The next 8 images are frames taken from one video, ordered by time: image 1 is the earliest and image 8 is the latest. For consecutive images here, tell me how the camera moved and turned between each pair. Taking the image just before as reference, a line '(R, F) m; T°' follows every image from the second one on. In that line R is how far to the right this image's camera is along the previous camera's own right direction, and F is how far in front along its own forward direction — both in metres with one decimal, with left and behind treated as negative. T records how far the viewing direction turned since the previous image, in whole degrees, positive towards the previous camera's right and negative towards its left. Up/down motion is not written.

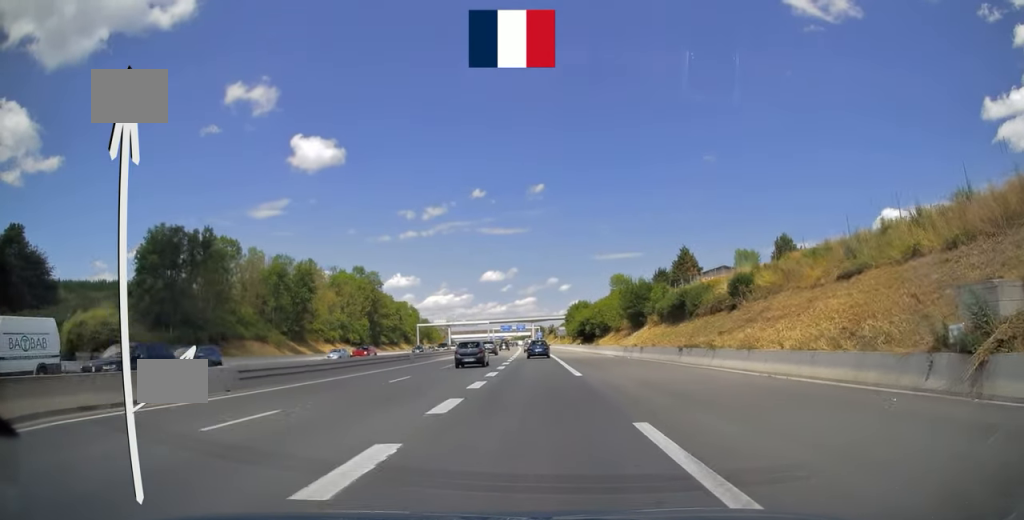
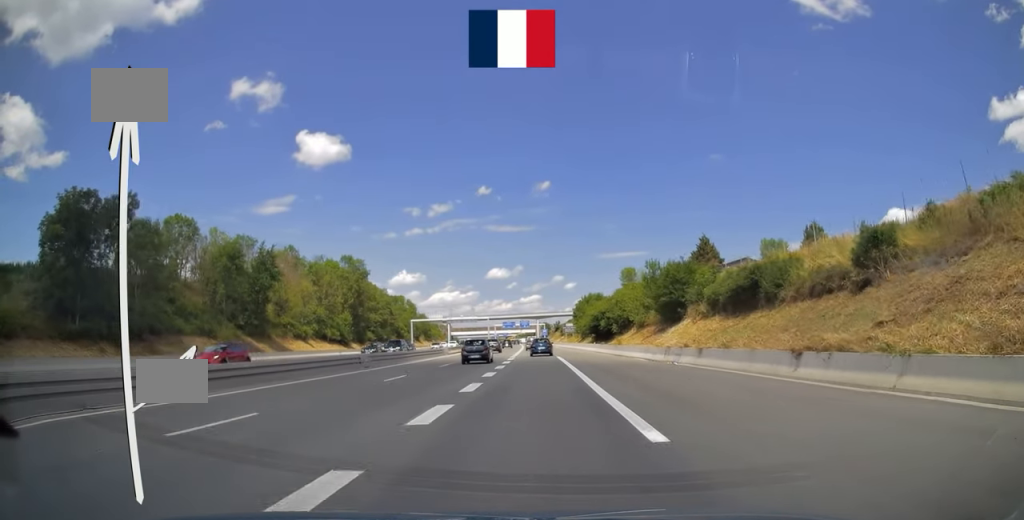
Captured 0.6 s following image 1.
(+0.1, +14.8) m; 0°
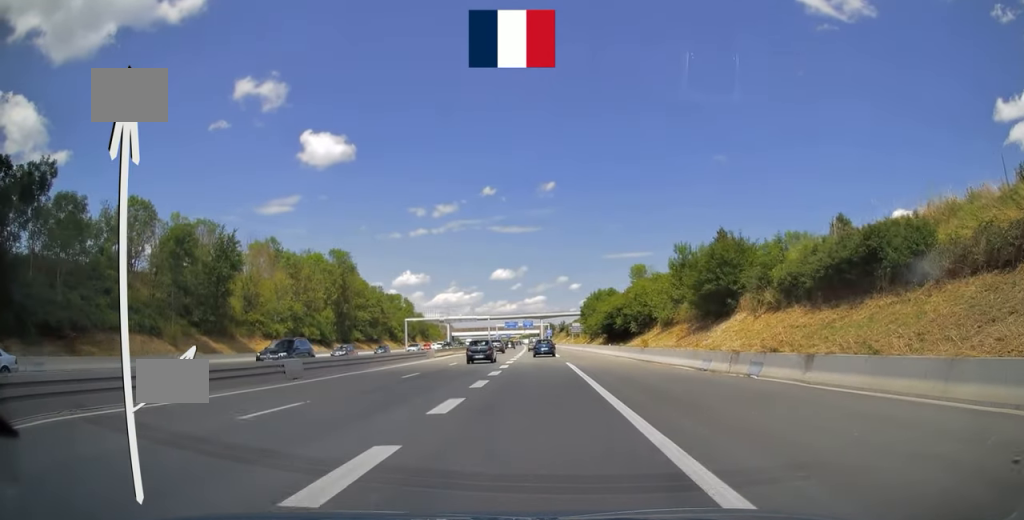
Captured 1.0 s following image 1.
(-0.1, +11.4) m; 0°
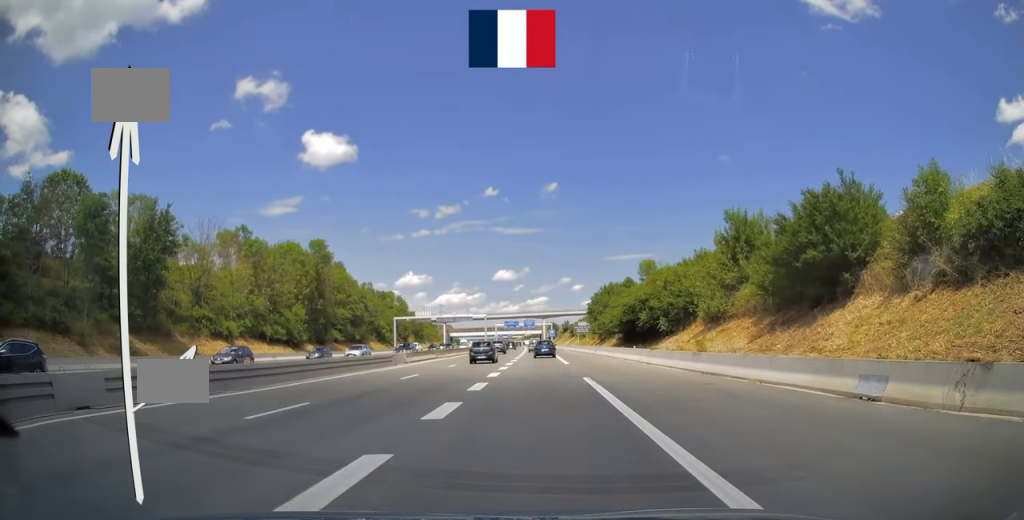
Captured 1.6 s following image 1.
(-0.1, +13.6) m; 0°
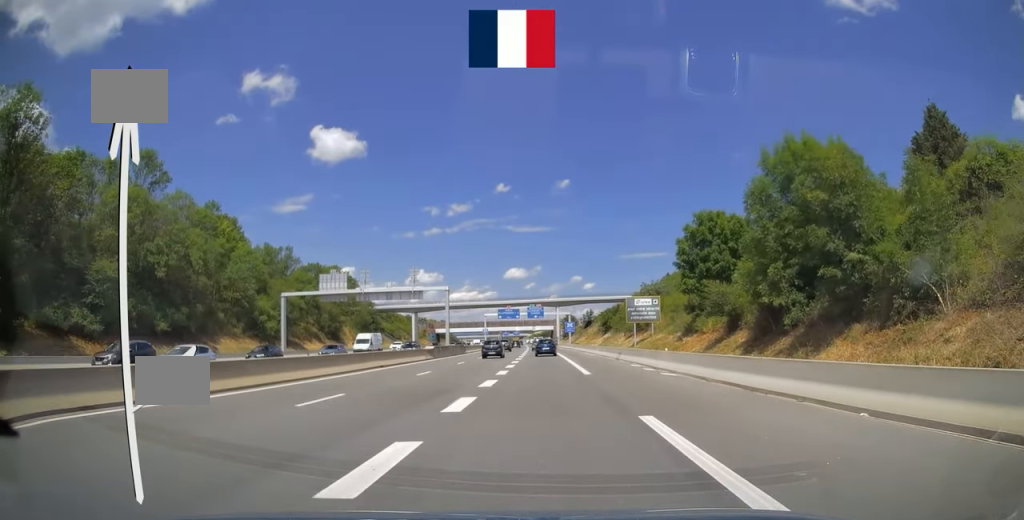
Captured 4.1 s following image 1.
(-0.5, +64.0) m; -1°
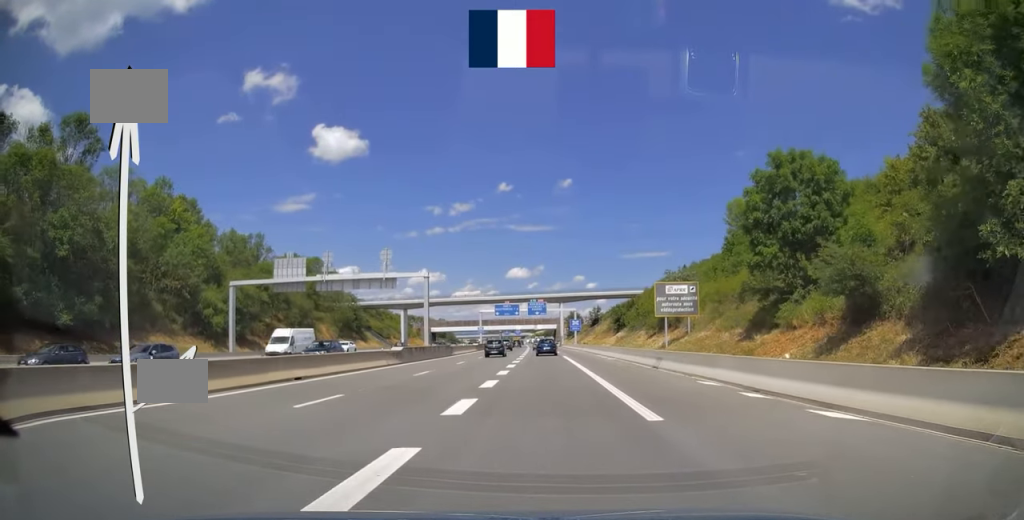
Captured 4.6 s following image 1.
(0.0, +13.6) m; 0°
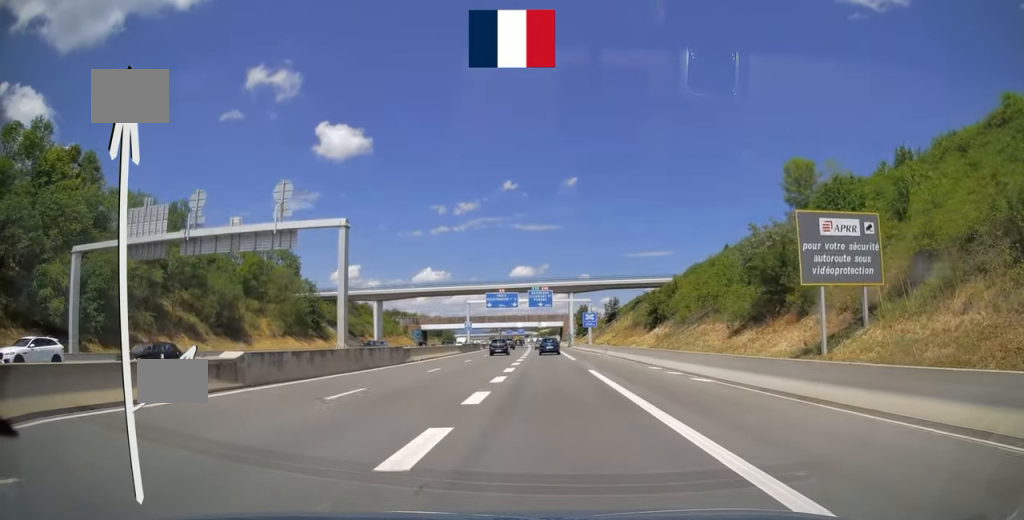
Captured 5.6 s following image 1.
(-0.1, +24.6) m; 0°
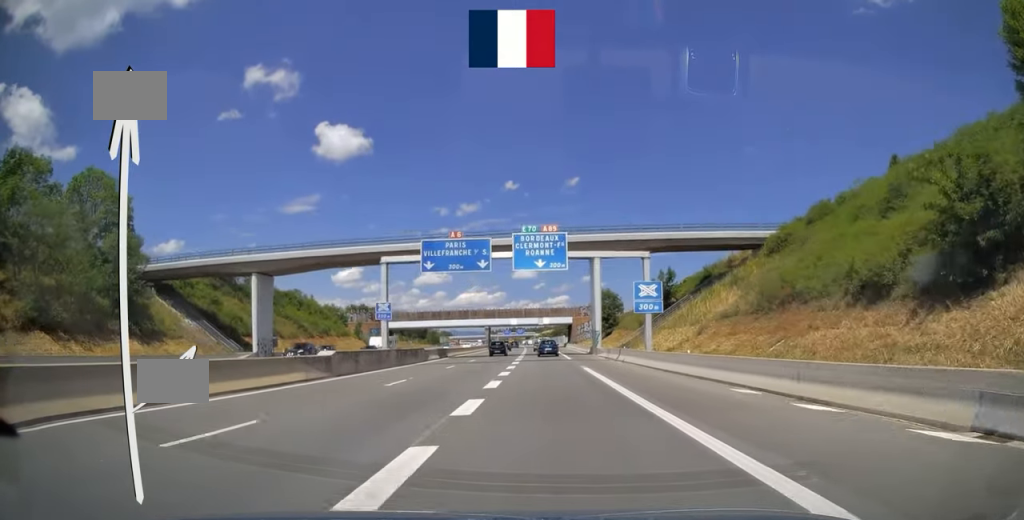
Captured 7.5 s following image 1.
(-0.3, +47.1) m; 0°
